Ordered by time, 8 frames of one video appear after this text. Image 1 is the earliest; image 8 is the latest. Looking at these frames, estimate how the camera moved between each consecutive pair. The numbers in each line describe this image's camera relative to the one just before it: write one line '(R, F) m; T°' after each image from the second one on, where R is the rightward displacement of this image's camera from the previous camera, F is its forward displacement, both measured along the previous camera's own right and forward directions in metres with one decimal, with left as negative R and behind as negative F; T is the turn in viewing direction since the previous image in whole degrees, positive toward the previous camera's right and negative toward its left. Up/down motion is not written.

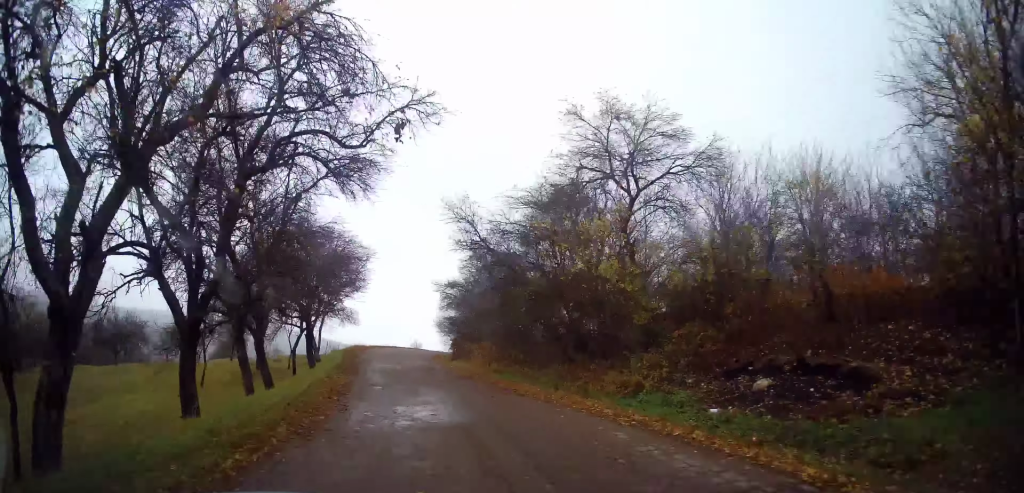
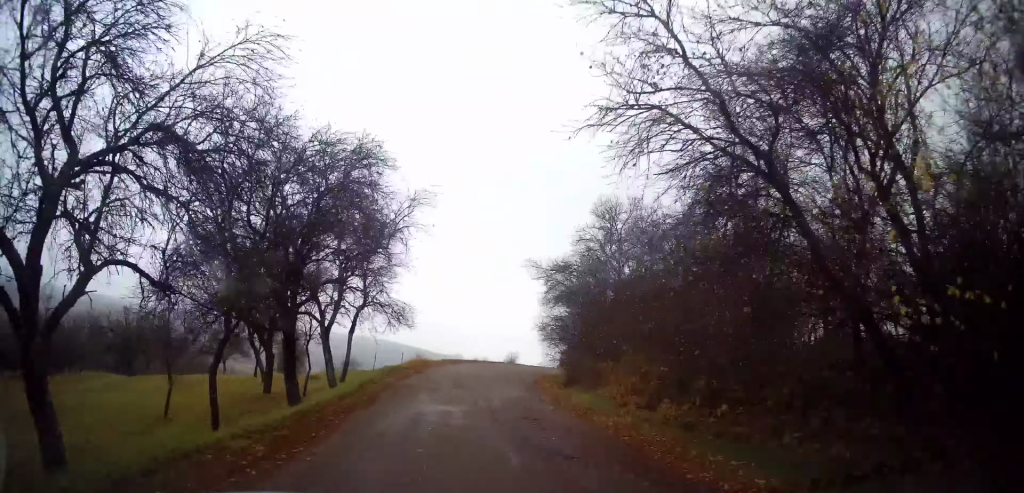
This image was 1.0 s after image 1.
(-1.3, +11.5) m; -10°
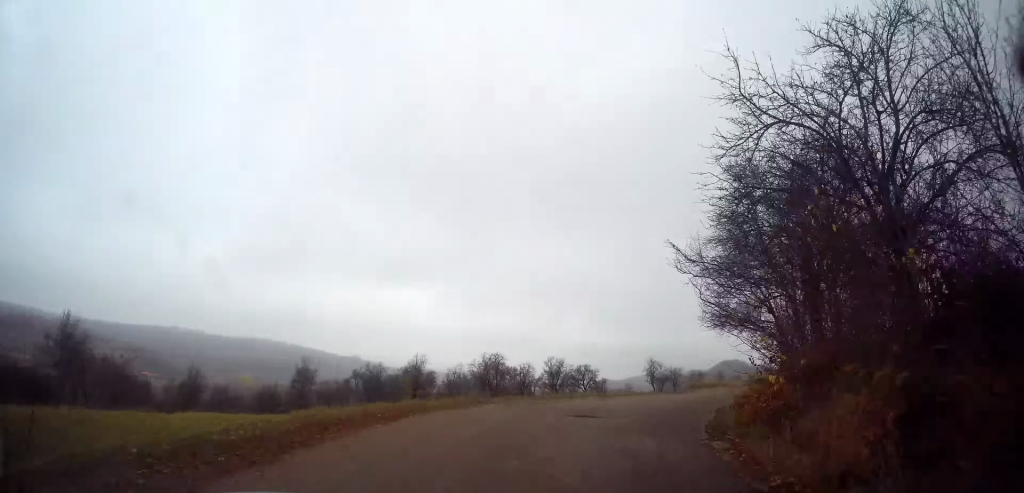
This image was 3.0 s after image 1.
(-0.9, +24.3) m; +7°
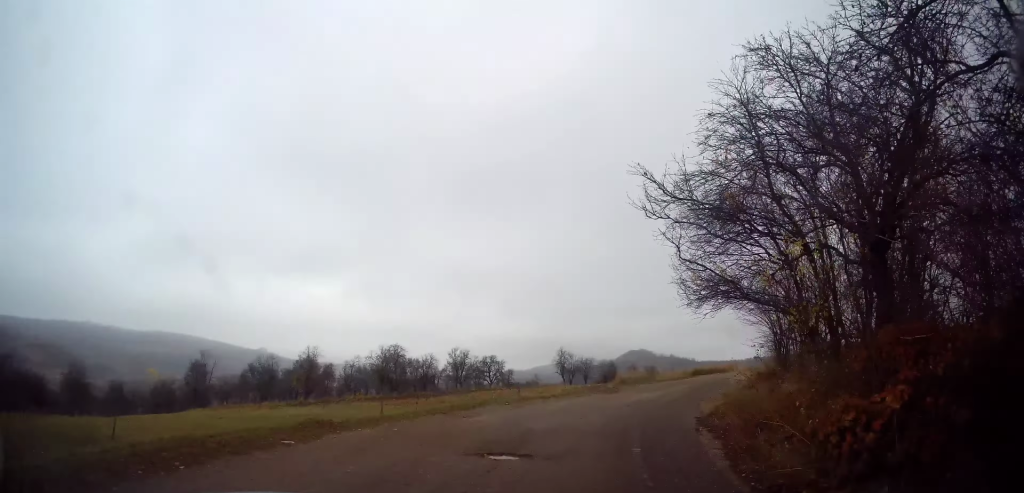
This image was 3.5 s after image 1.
(+0.2, +5.3) m; +7°
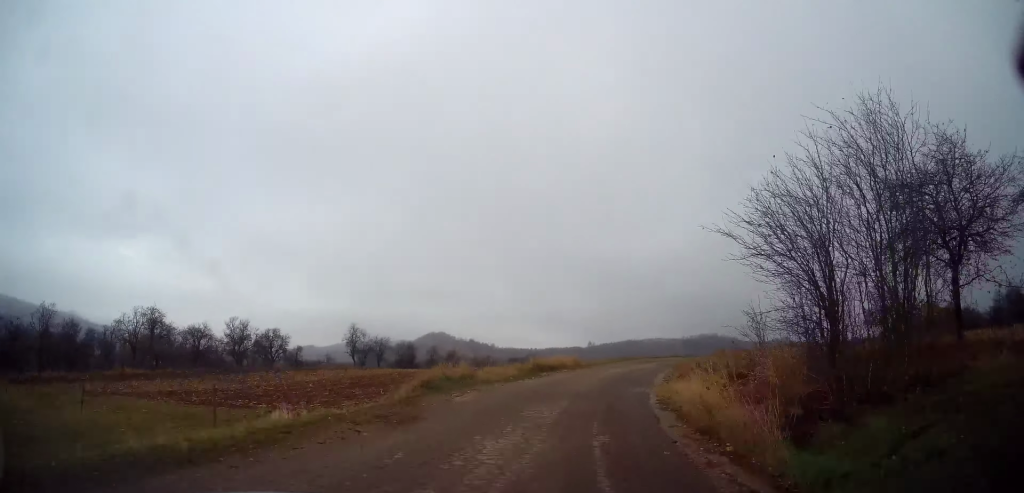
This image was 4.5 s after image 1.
(+1.8, +11.4) m; +19°
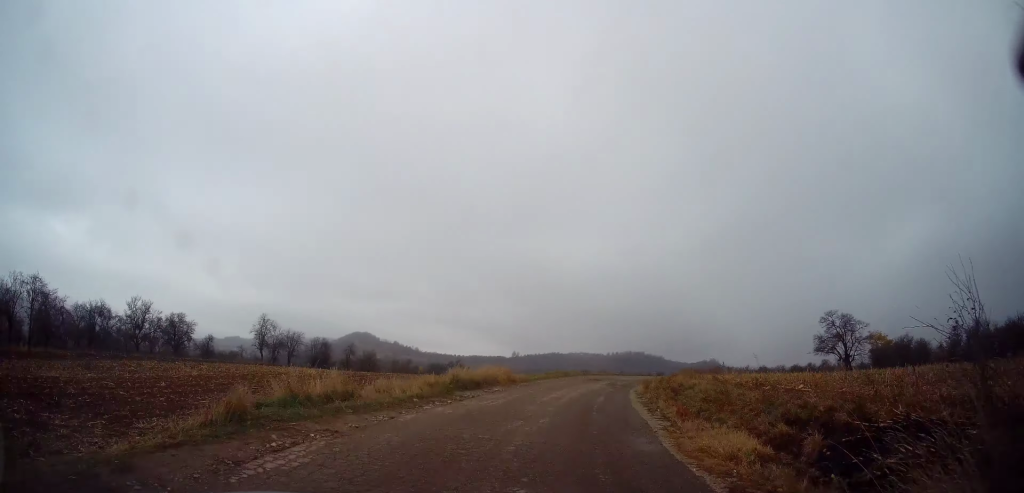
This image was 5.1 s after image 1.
(+0.7, +6.5) m; +10°
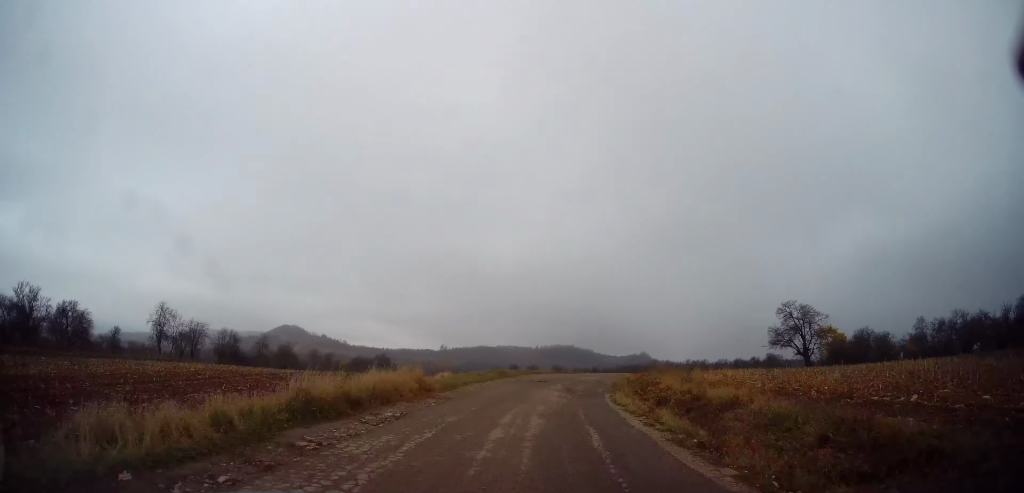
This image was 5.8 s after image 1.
(+0.9, +7.7) m; +9°
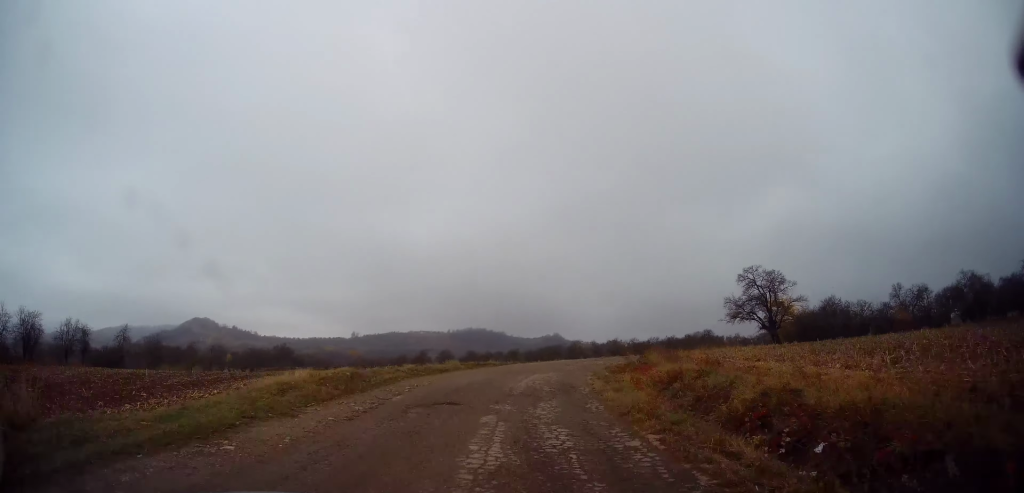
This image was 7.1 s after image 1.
(+1.8, +15.2) m; +10°
